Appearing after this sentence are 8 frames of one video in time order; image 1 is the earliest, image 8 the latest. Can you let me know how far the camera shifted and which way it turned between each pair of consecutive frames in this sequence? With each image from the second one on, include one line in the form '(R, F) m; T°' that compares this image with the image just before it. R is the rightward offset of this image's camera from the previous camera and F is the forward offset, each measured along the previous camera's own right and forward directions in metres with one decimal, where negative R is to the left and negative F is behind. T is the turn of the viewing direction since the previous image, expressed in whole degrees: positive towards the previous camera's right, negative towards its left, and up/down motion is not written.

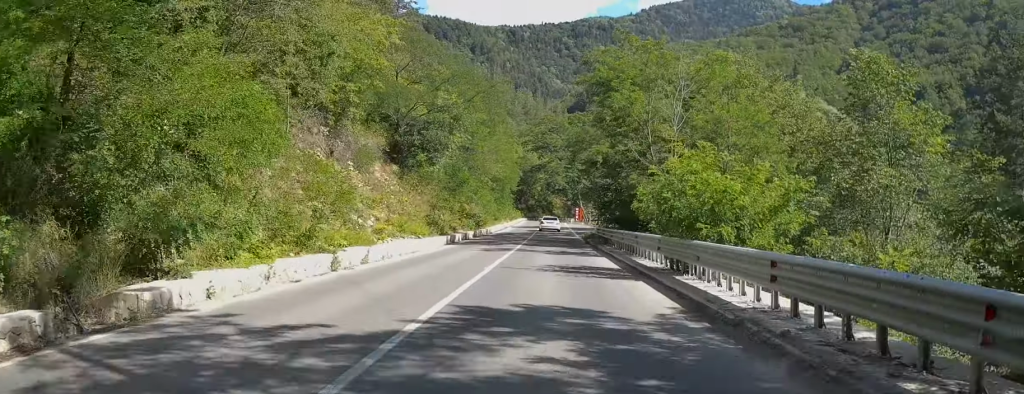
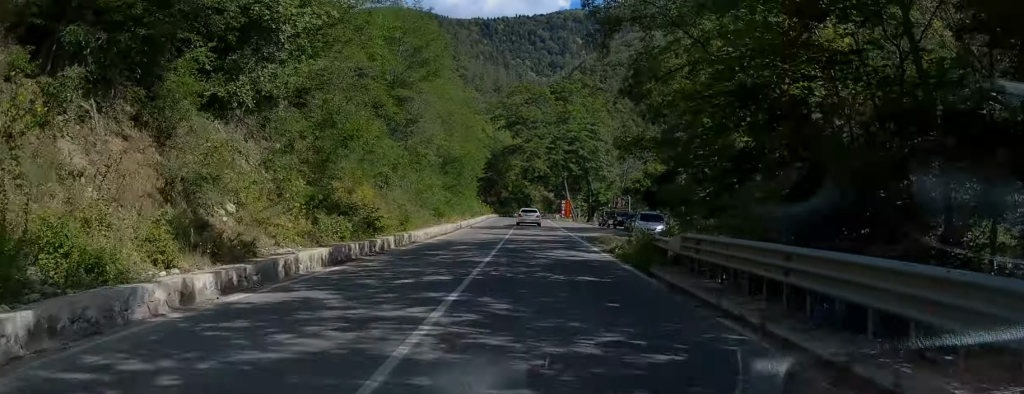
(+0.8, +27.3) m; +3°
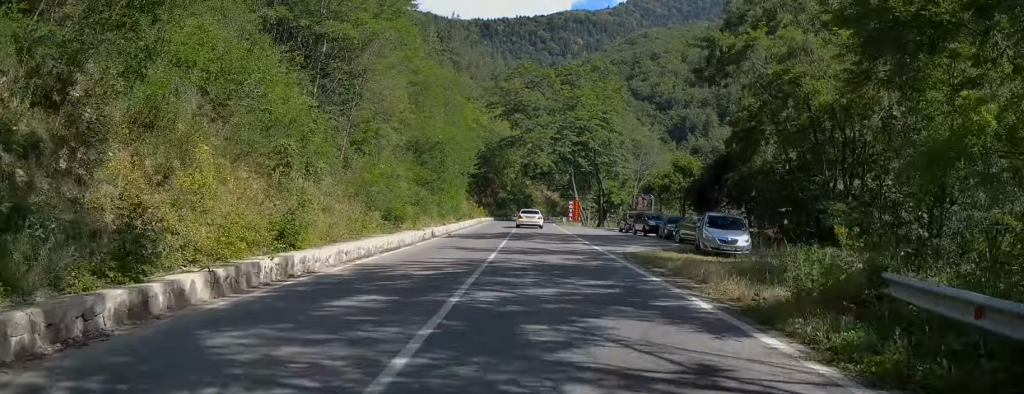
(+0.2, +13.9) m; 0°
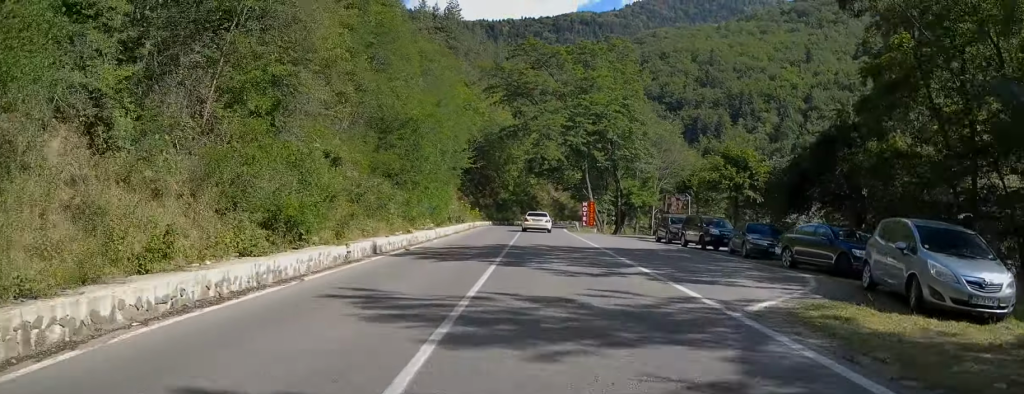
(-0.1, +12.9) m; 0°
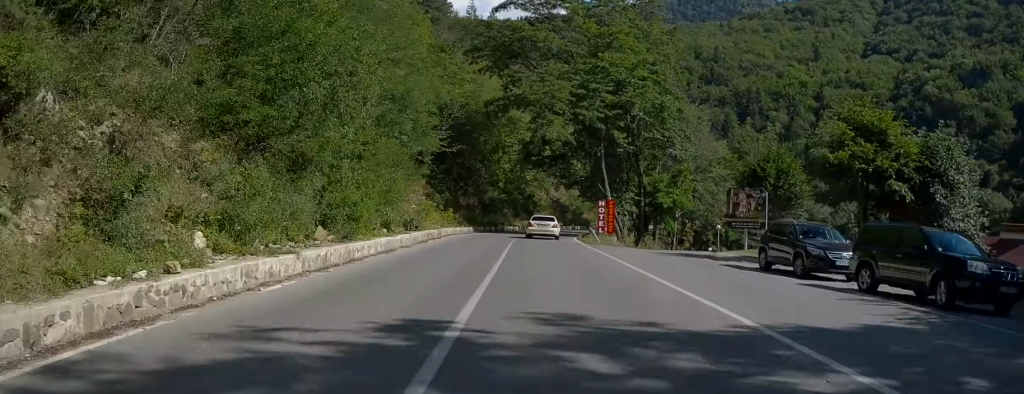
(-0.2, +17.6) m; 0°
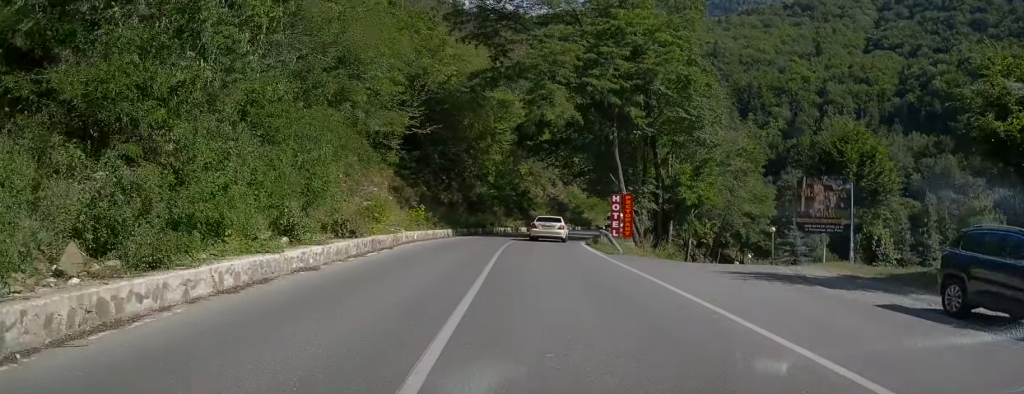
(0.0, +9.8) m; +1°
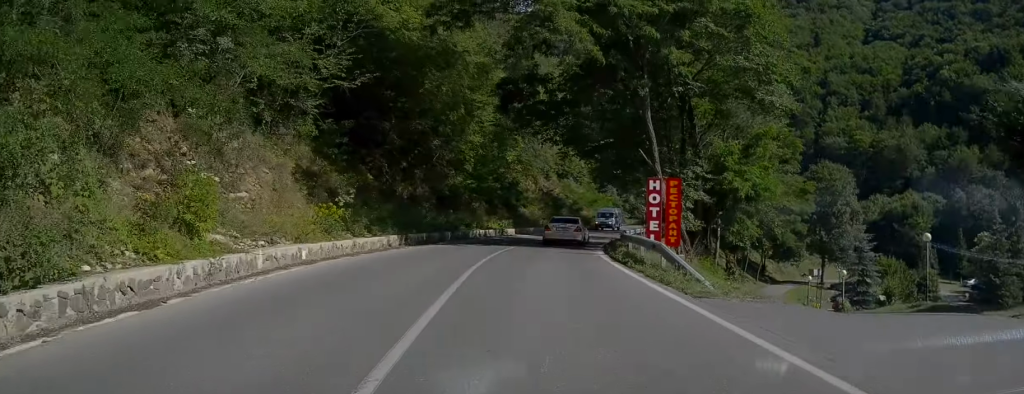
(+0.2, +13.1) m; +2°
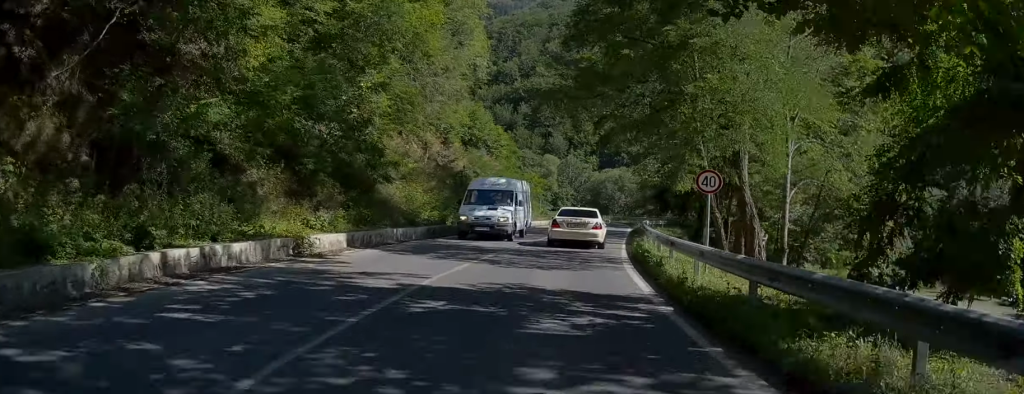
(+1.4, +28.5) m; +7°
